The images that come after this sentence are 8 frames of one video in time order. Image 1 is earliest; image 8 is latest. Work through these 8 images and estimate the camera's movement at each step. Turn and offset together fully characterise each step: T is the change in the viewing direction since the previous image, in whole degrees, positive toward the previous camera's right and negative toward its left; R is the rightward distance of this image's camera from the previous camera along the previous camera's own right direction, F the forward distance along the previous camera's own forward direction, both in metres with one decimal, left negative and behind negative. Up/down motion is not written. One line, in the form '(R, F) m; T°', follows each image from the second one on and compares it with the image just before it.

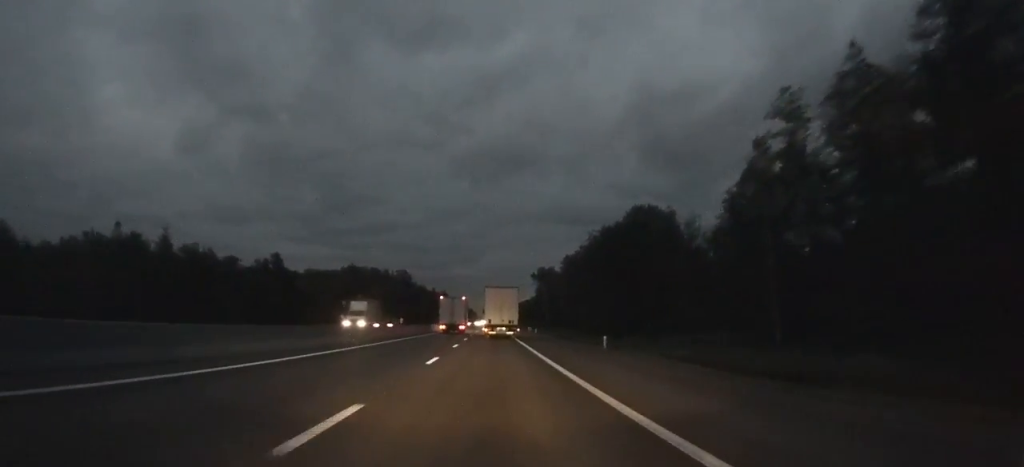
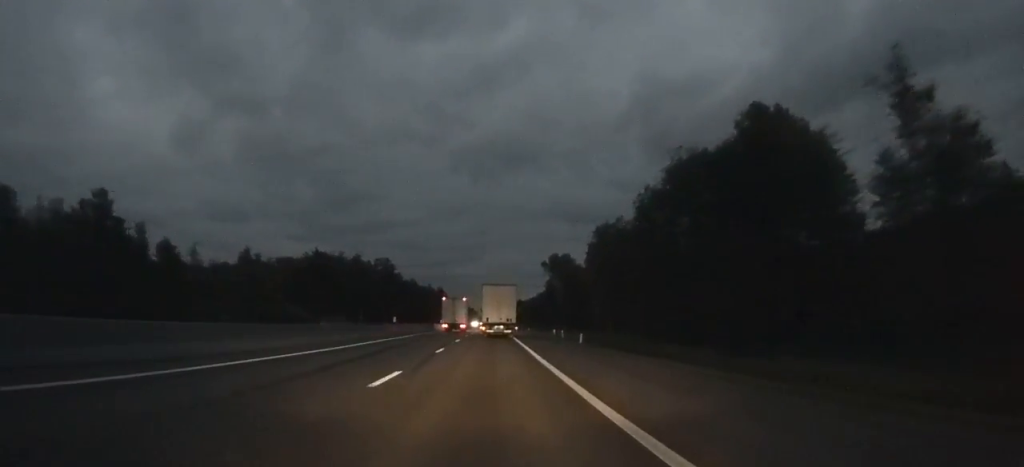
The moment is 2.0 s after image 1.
(0.0, +42.3) m; 0°
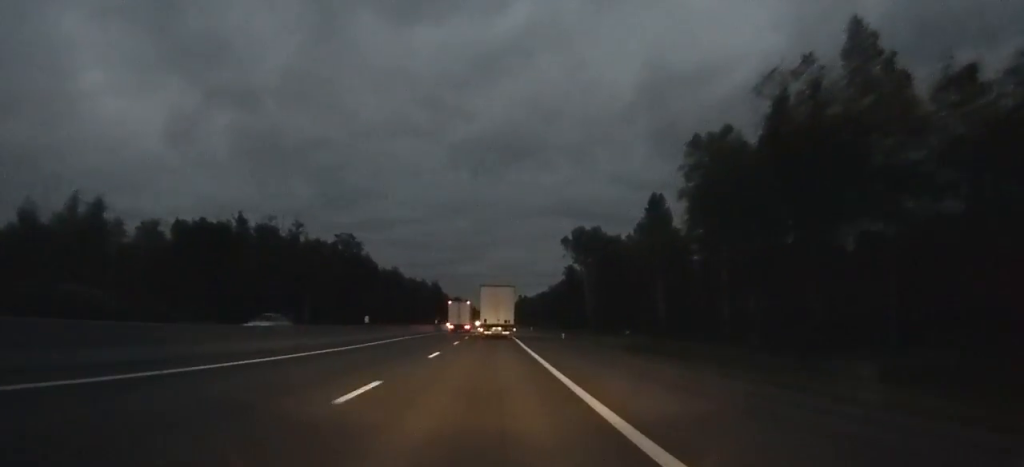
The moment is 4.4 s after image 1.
(+0.2, +50.4) m; 0°
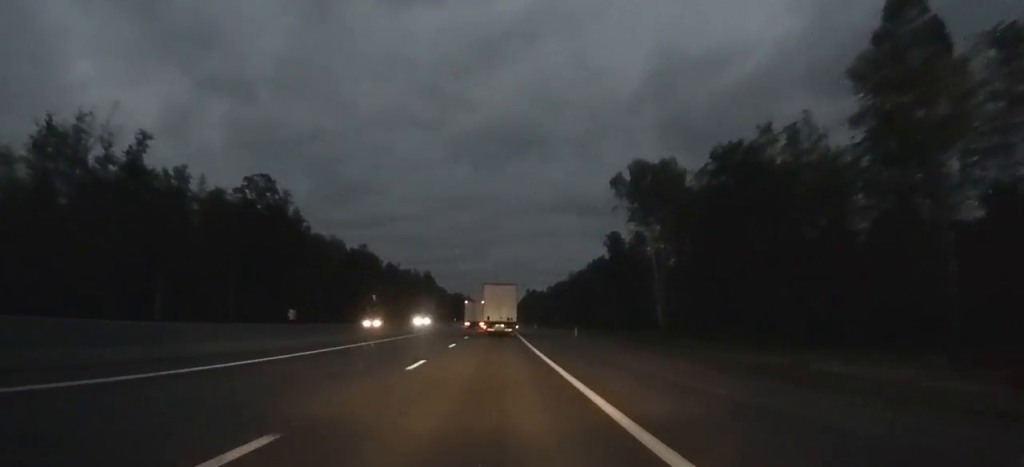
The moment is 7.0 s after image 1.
(0.0, +54.2) m; 0°
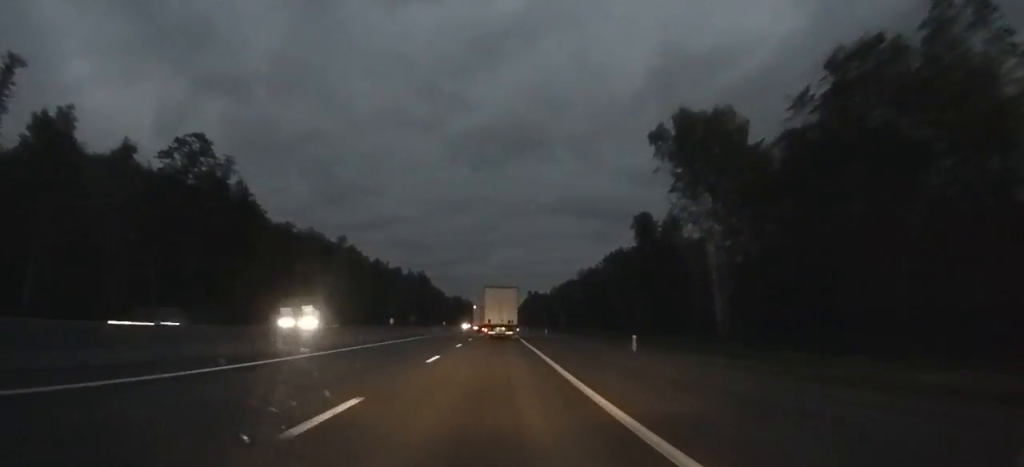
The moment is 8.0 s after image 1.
(+0.2, +20.8) m; 0°
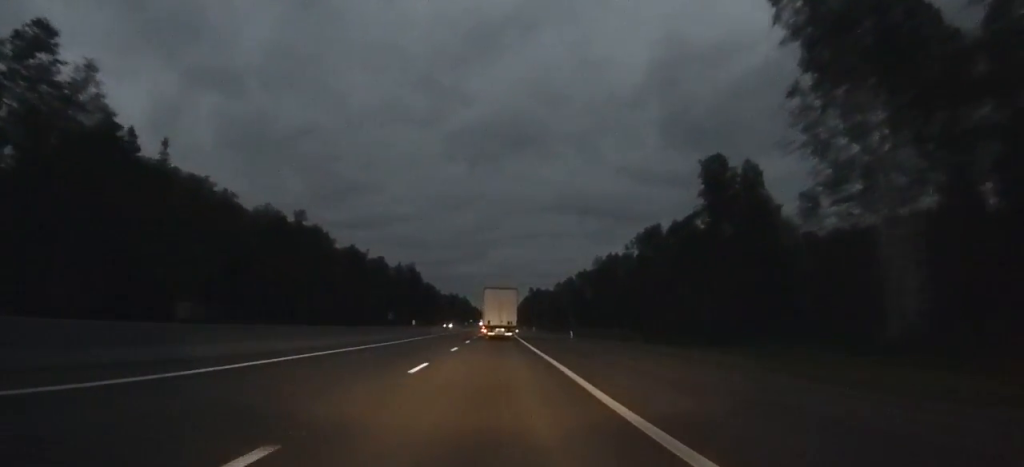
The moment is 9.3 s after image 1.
(0.0, +27.8) m; 0°
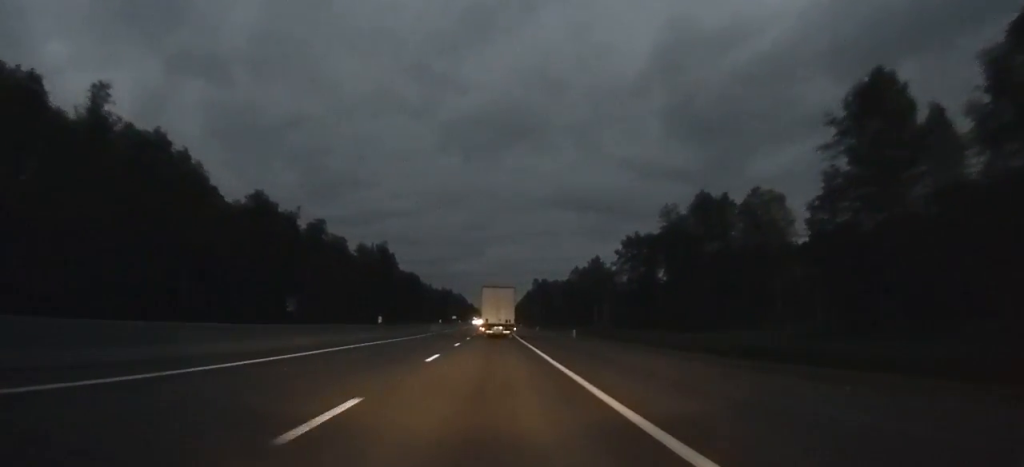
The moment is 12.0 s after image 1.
(-0.1, +56.0) m; 0°
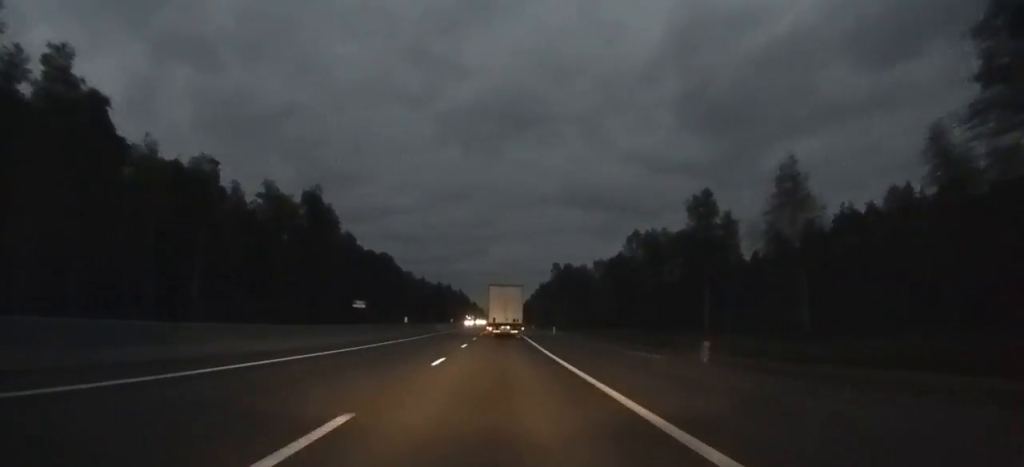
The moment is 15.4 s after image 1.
(-0.5, +72.8) m; -1°
